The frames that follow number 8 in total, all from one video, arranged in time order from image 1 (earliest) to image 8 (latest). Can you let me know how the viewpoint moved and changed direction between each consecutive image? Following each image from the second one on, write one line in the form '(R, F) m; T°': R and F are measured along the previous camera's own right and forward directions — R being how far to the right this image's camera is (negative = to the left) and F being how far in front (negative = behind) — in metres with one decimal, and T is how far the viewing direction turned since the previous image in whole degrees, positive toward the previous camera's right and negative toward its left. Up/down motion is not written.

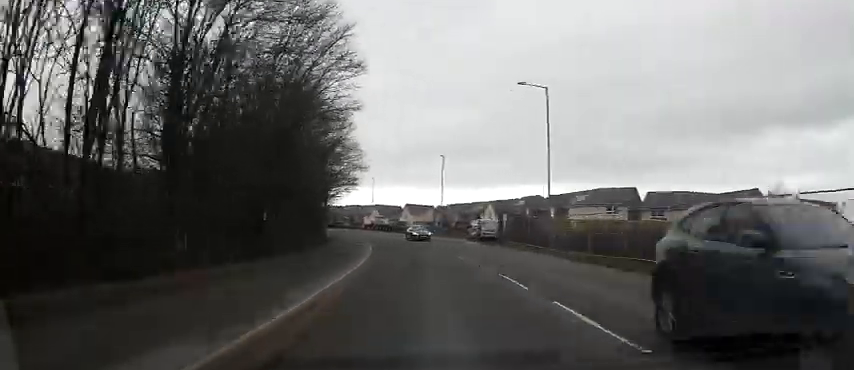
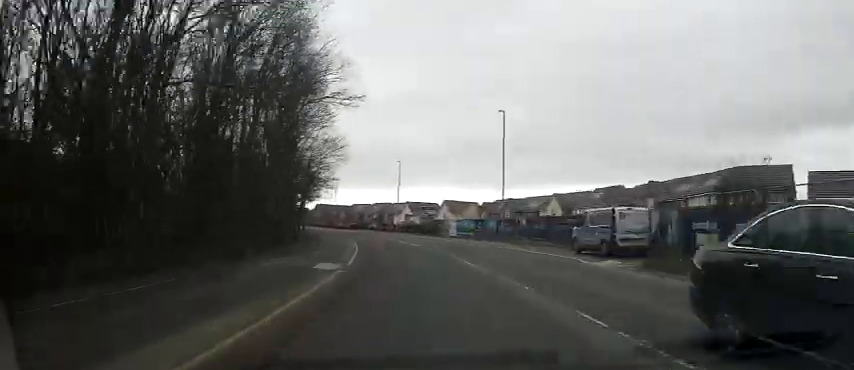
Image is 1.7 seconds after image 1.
(-1.7, +26.6) m; -5°
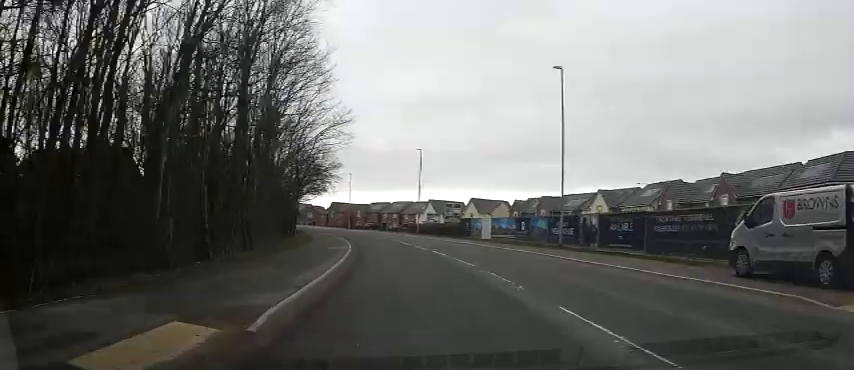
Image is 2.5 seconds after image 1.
(-0.1, +11.7) m; -2°
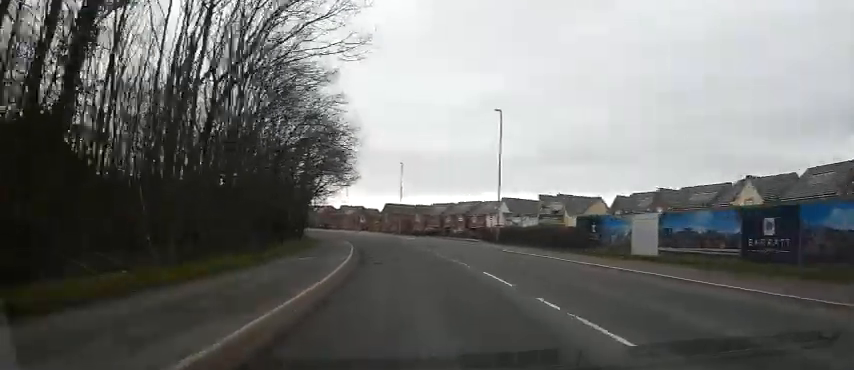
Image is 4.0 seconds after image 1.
(-1.3, +23.9) m; -8°
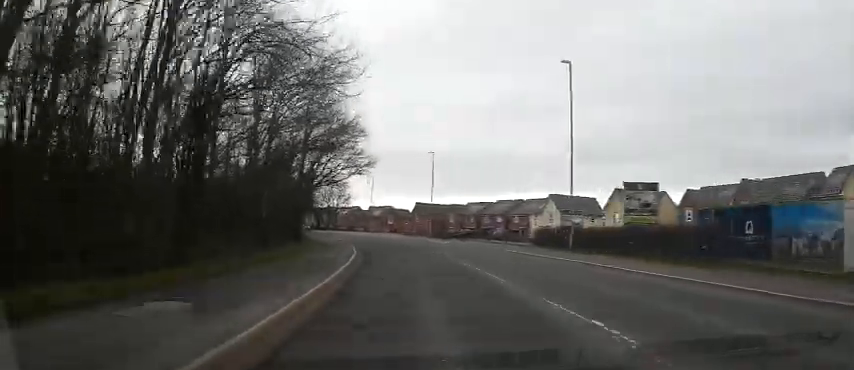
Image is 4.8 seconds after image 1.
(-0.6, +12.3) m; -4°
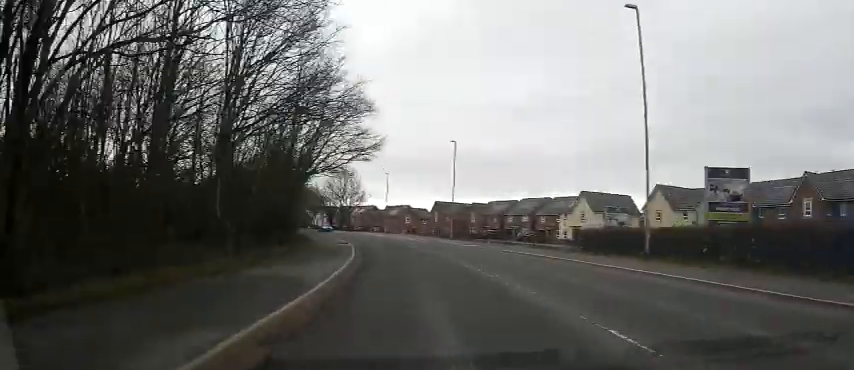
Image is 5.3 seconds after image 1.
(-0.2, +7.7) m; -1°
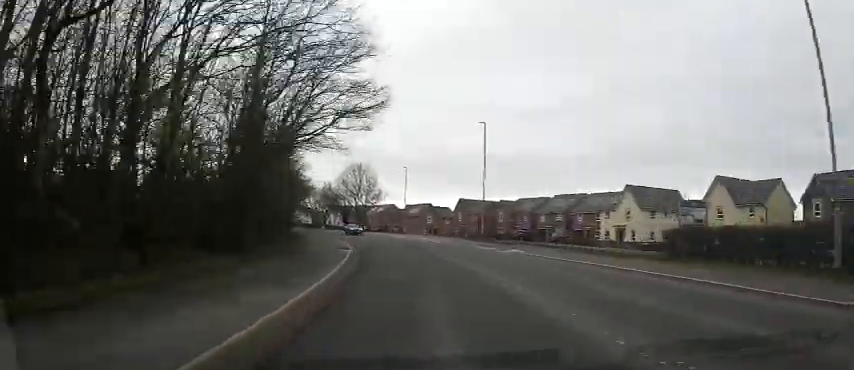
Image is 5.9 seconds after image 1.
(-0.1, +9.7) m; -1°
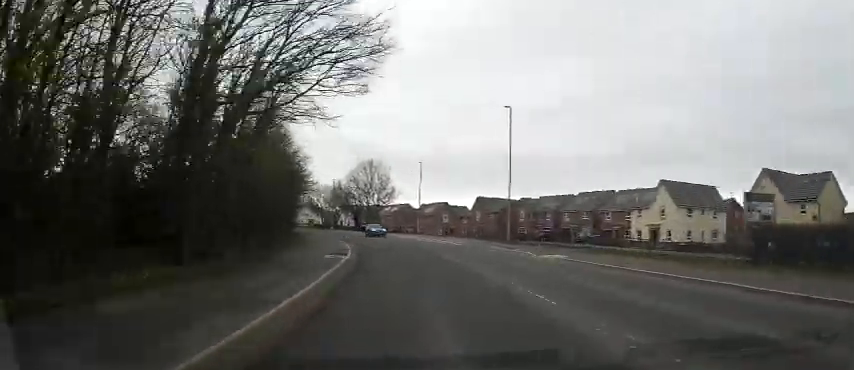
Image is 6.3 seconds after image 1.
(0.0, +6.4) m; -1°
